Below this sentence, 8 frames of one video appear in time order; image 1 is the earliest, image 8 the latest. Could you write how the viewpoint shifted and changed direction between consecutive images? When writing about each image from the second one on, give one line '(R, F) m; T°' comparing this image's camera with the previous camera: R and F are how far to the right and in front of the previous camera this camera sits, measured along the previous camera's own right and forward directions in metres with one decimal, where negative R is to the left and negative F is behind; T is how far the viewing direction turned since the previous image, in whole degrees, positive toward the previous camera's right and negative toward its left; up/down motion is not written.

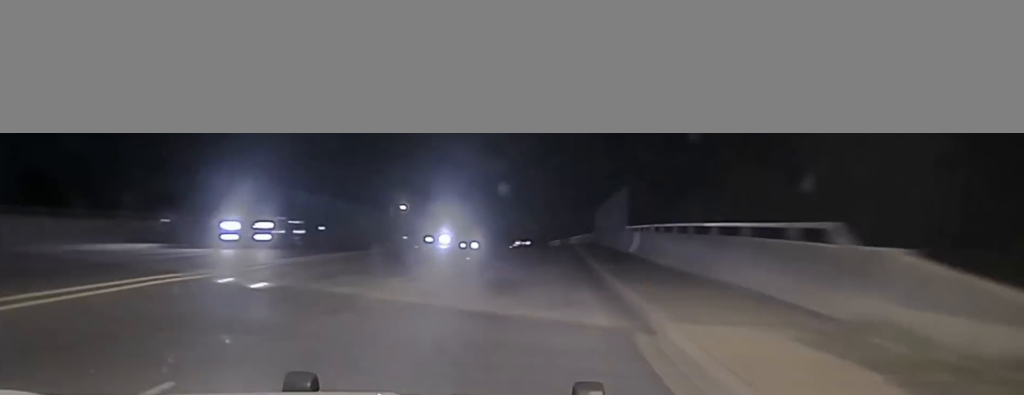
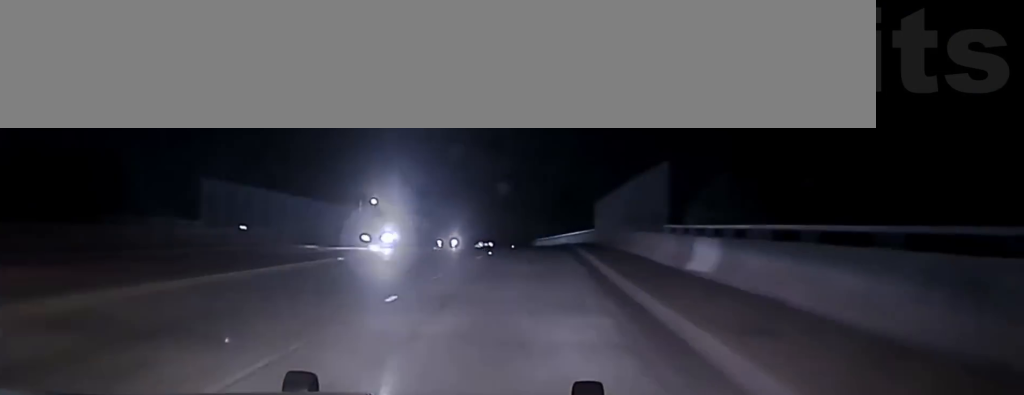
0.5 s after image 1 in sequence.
(+0.1, +12.7) m; +1°
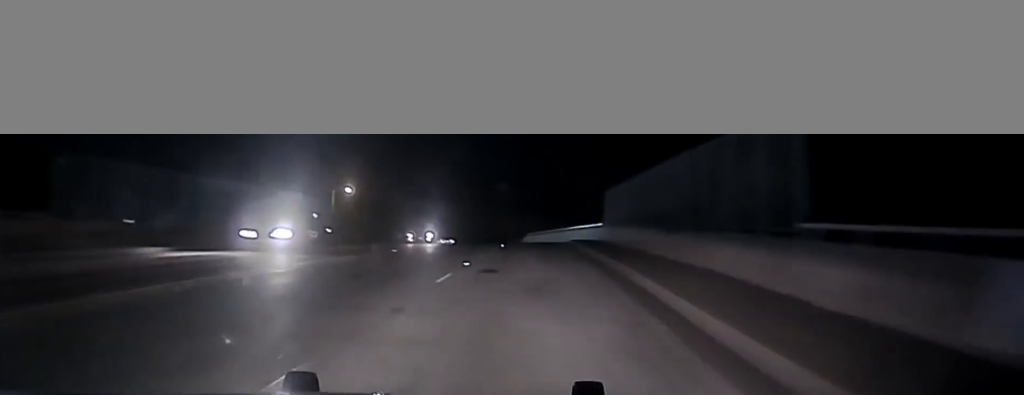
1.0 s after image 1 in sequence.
(0.0, +12.5) m; +1°
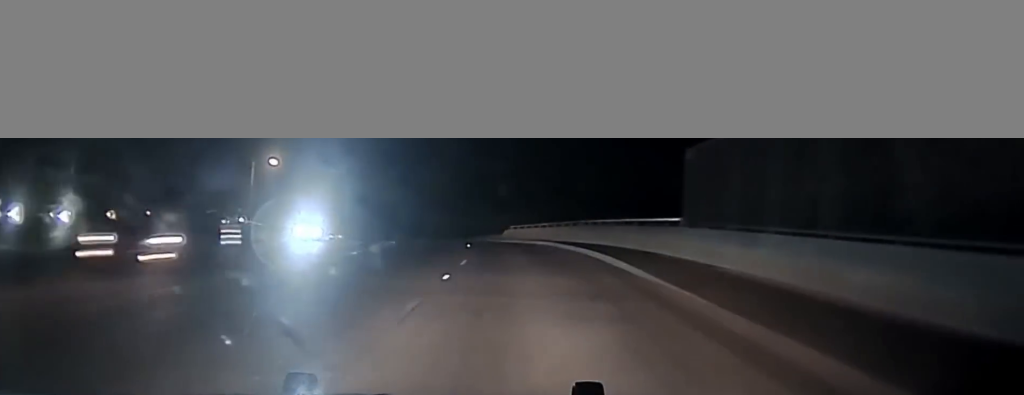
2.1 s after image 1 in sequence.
(+0.3, +31.1) m; +1°
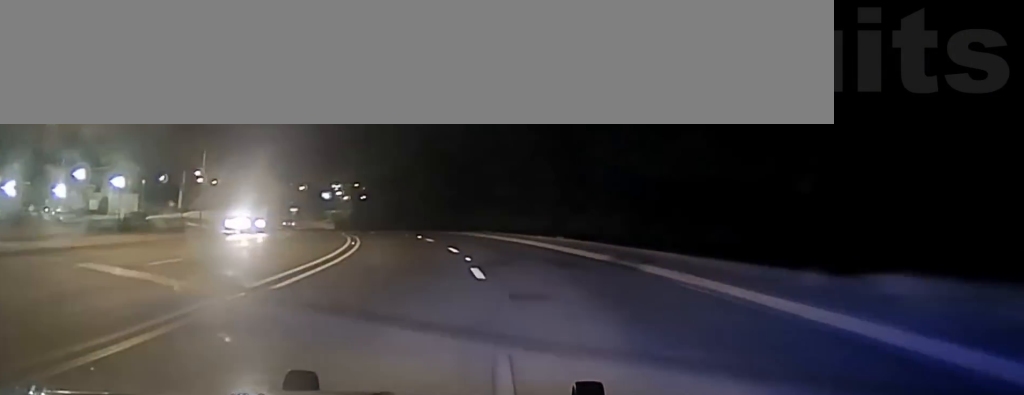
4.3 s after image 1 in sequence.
(-4.0, +73.1) m; -10°
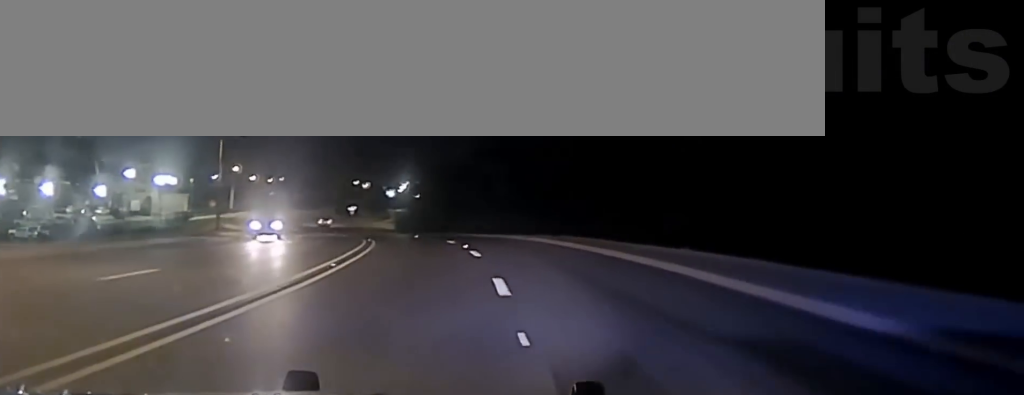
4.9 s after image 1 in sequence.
(-0.7, +16.8) m; -4°
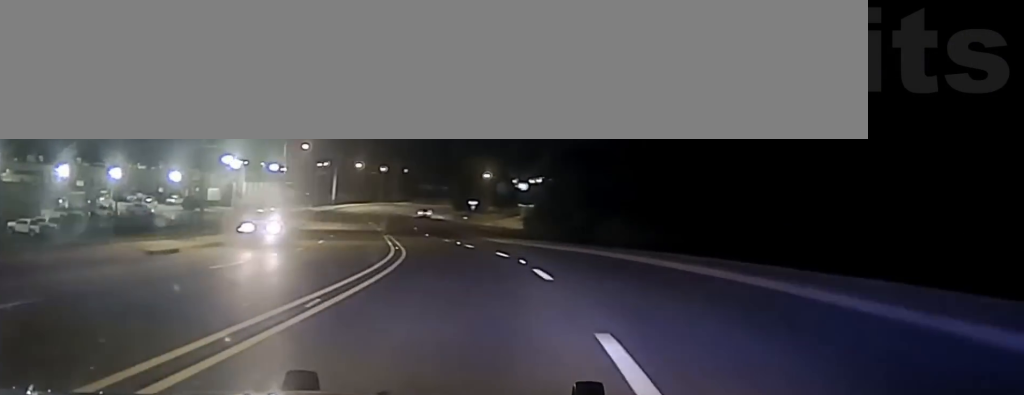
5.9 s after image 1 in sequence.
(-1.9, +28.5) m; -8°
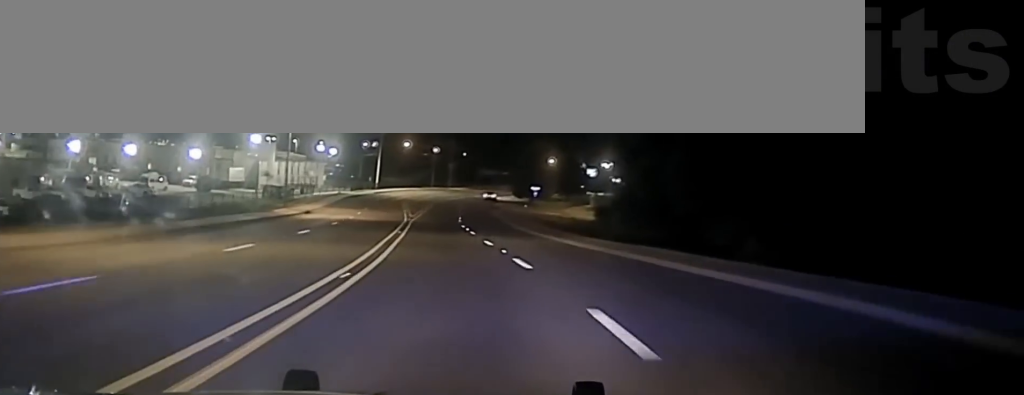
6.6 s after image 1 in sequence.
(-1.0, +19.2) m; -4°
